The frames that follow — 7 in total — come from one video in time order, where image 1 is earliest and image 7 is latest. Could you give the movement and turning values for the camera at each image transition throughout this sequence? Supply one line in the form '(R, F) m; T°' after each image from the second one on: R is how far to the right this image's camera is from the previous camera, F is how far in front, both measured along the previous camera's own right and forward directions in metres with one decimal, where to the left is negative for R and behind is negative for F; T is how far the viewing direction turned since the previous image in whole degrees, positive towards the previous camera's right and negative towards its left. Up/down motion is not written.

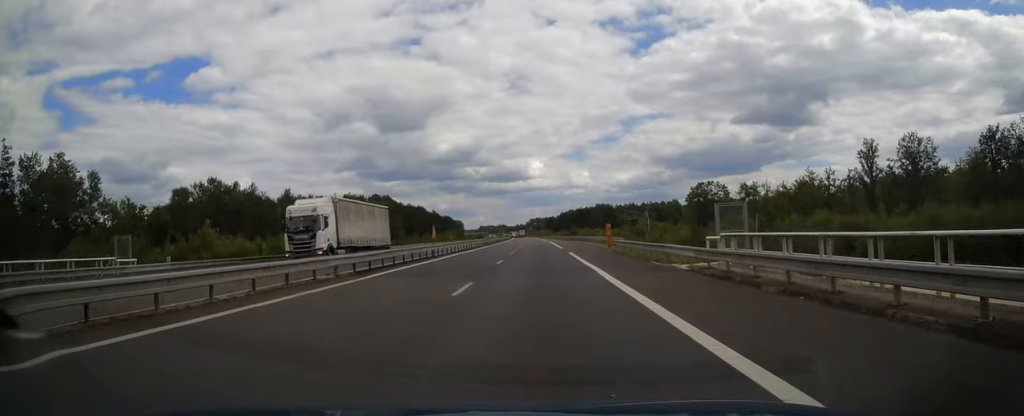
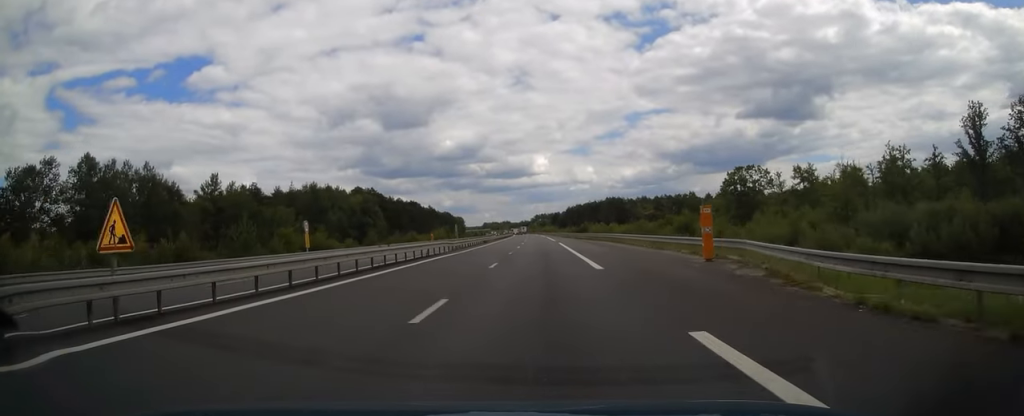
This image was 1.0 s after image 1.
(-0.1, +30.0) m; 0°
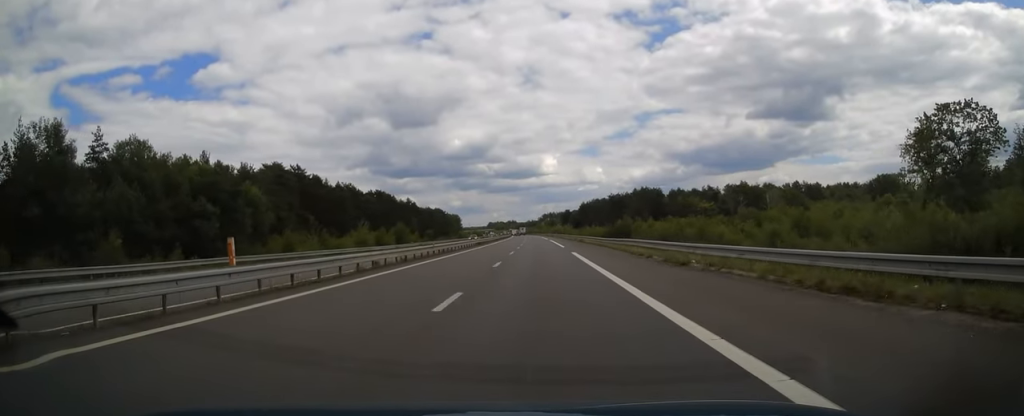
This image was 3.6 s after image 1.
(-0.7, +75.8) m; -1°
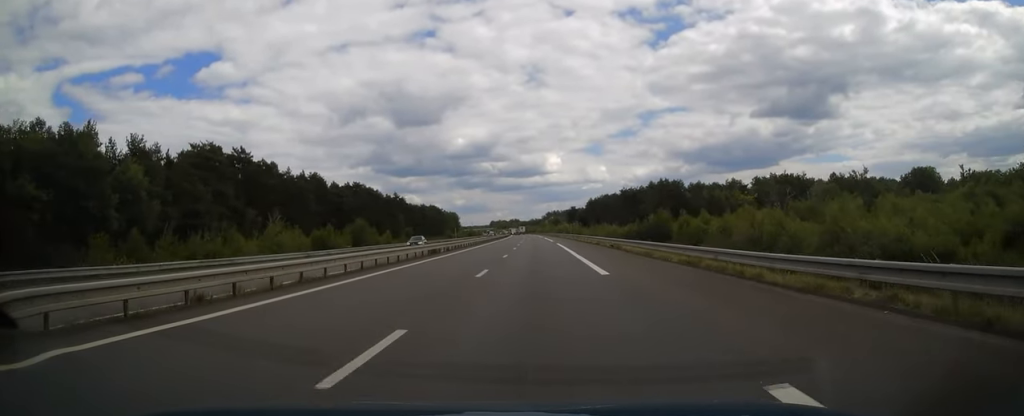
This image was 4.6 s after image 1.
(-0.2, +31.0) m; 0°
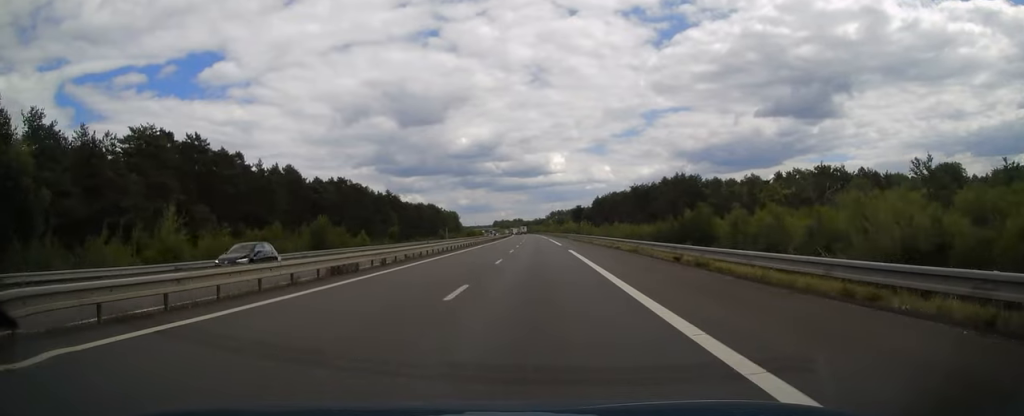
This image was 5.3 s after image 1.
(+0.1, +18.7) m; 0°
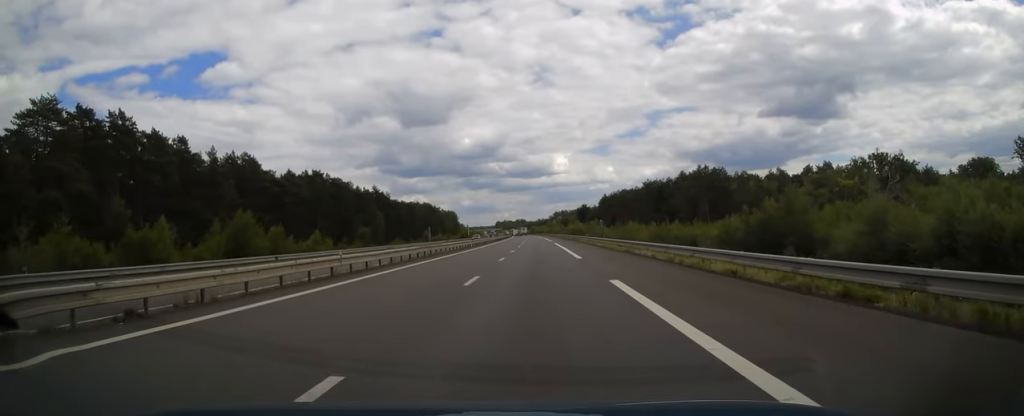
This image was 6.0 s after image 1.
(0.0, +22.7) m; 0°
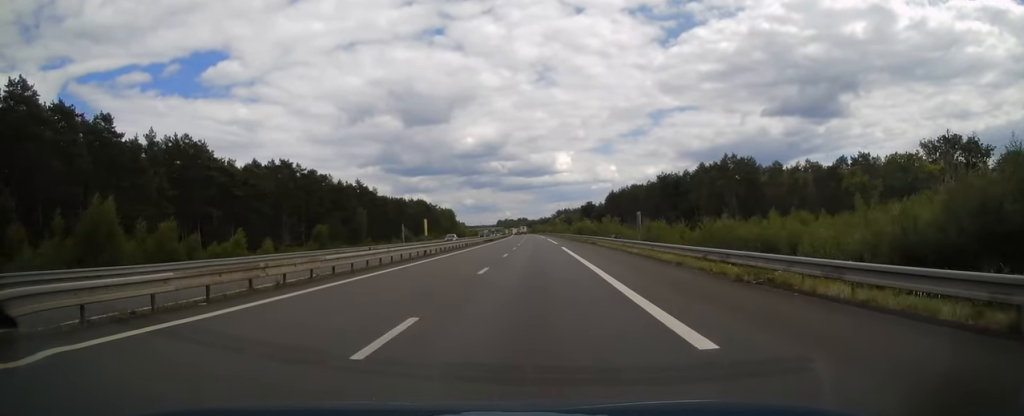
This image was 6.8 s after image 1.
(-0.1, +21.7) m; -1°
